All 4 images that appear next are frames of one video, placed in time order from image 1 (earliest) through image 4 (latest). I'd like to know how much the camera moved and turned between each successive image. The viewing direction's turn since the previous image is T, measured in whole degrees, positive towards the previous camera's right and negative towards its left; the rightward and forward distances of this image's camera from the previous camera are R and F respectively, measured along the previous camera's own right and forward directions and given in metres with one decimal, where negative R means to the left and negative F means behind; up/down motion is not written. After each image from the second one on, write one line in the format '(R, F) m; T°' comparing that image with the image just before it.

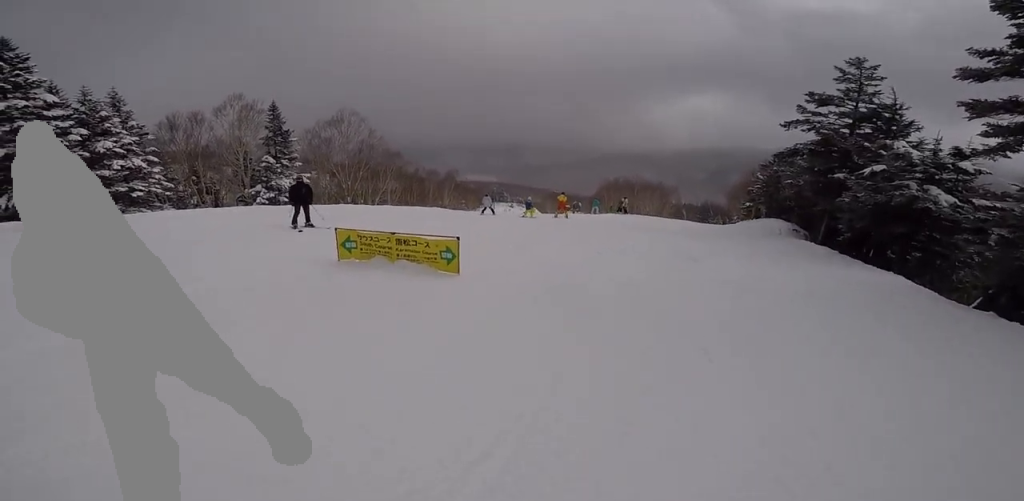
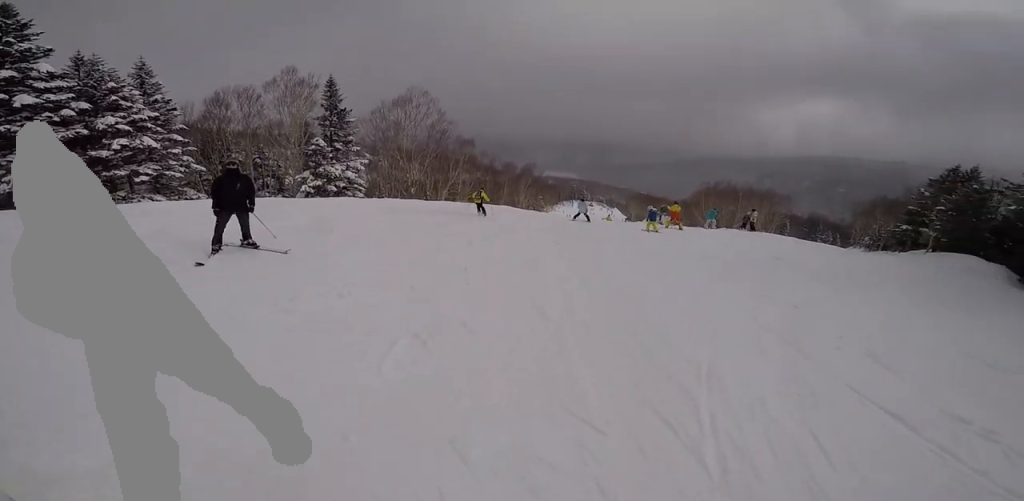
(-2.3, +8.6) m; -8°
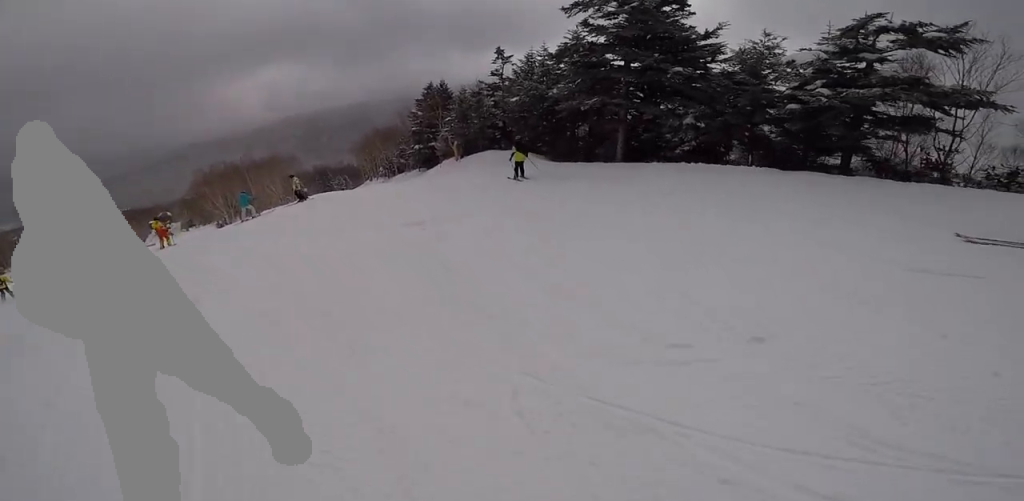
(+4.0, +8.1) m; +35°
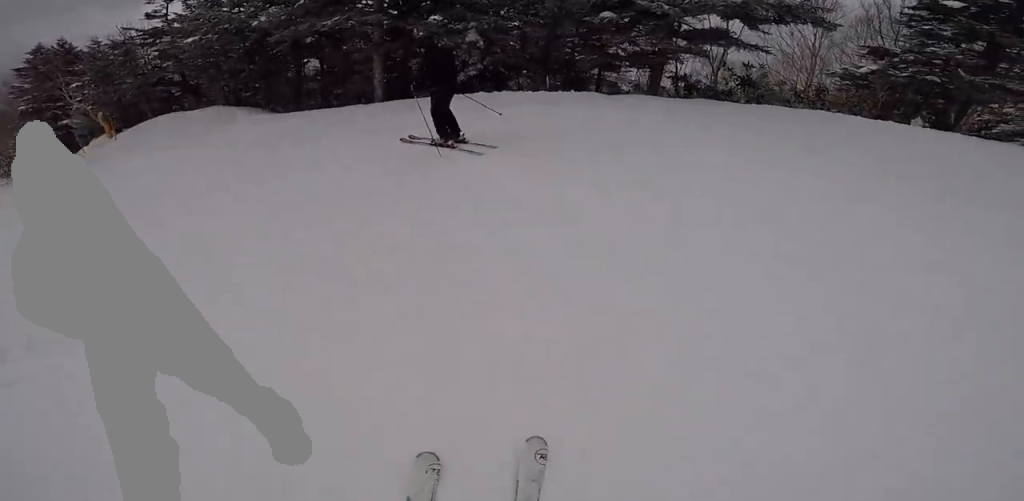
(-0.2, +5.5) m; -8°
